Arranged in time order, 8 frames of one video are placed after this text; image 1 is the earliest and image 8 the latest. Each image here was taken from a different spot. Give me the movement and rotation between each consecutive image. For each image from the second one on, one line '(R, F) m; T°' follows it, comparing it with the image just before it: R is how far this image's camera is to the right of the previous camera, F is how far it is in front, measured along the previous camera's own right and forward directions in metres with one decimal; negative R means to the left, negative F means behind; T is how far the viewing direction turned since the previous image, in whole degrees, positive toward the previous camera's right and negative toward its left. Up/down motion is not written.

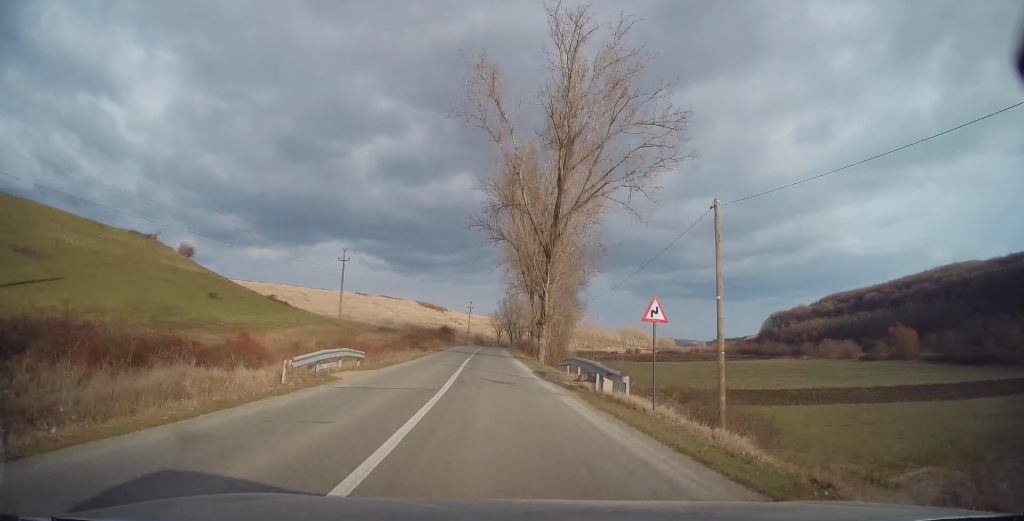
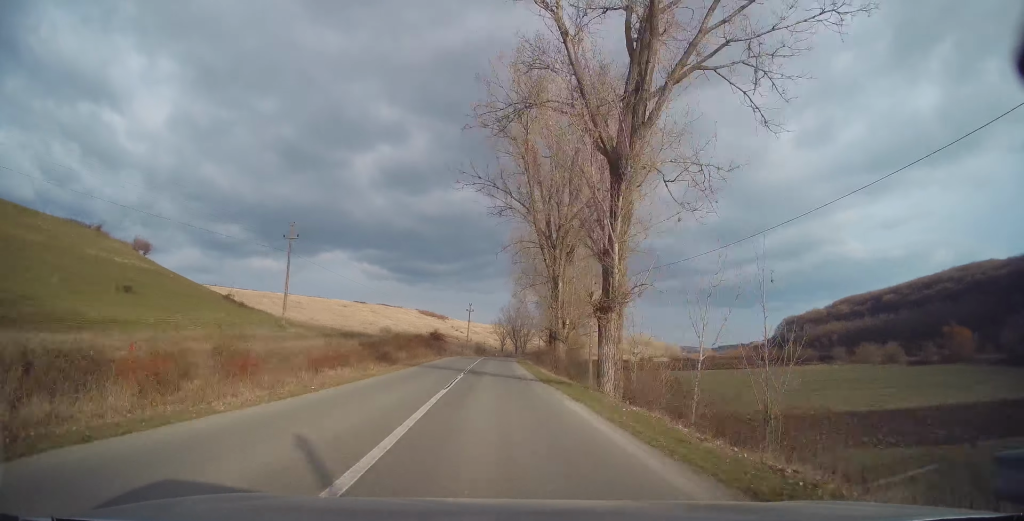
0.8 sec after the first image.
(-0.2, +20.1) m; 0°
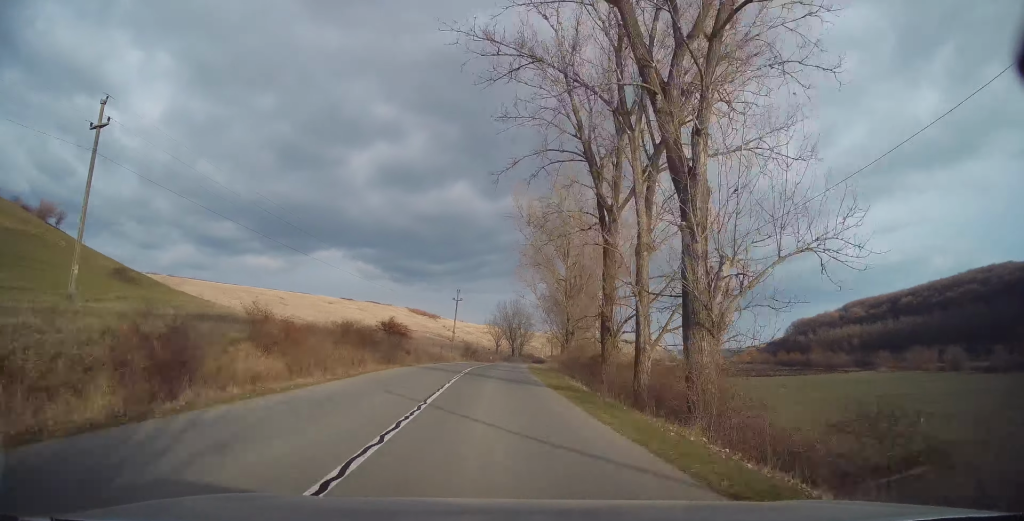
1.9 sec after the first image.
(+0.1, +27.9) m; +1°
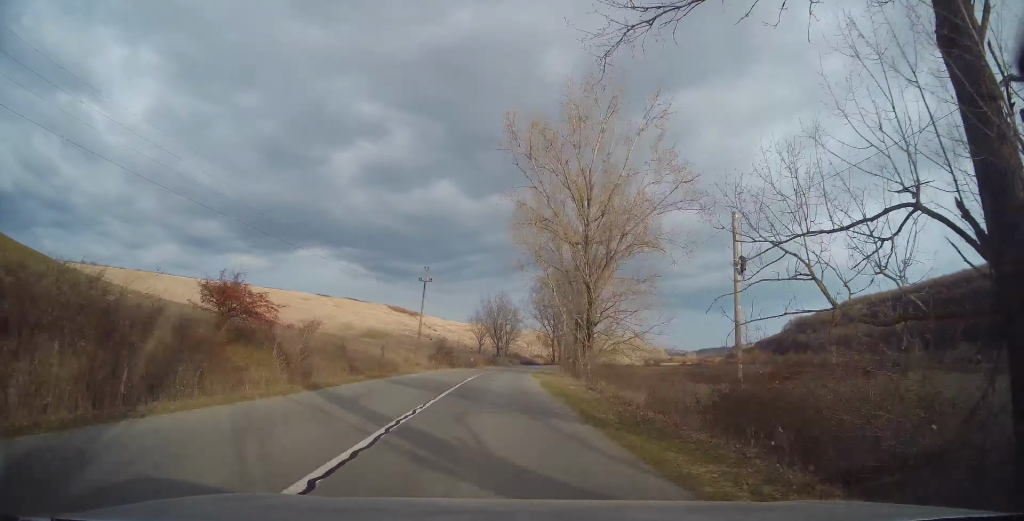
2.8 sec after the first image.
(+0.2, +24.5) m; +1°
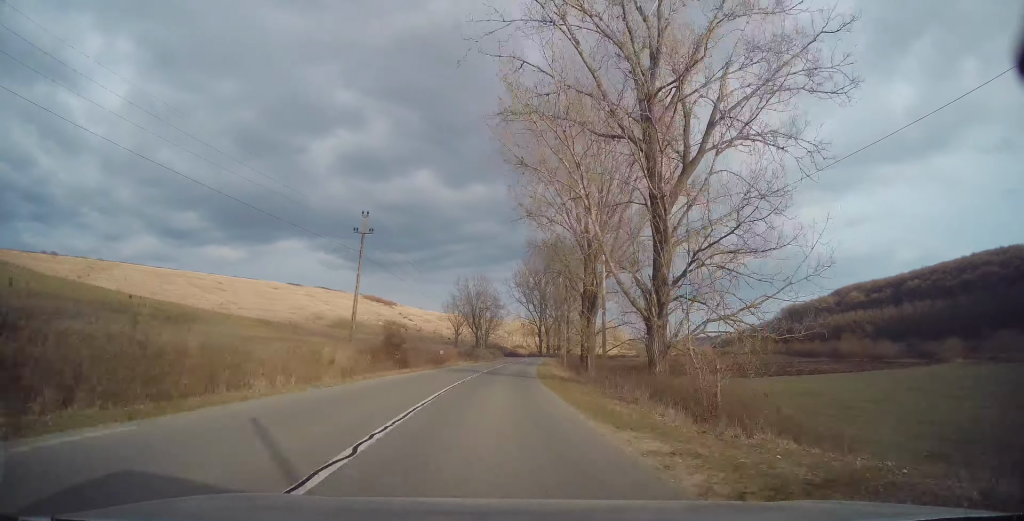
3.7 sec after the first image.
(+0.1, +22.2) m; +1°
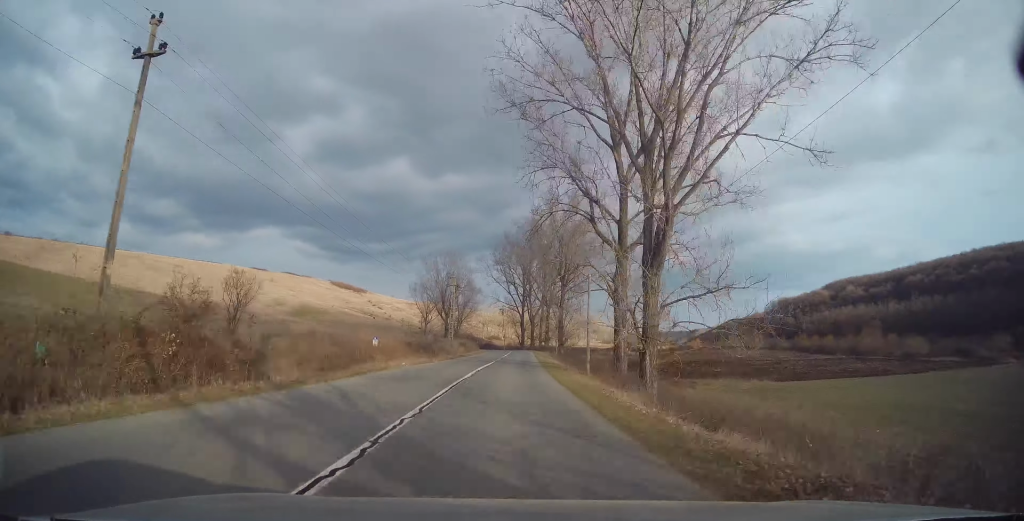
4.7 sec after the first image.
(+0.5, +26.1) m; +3°
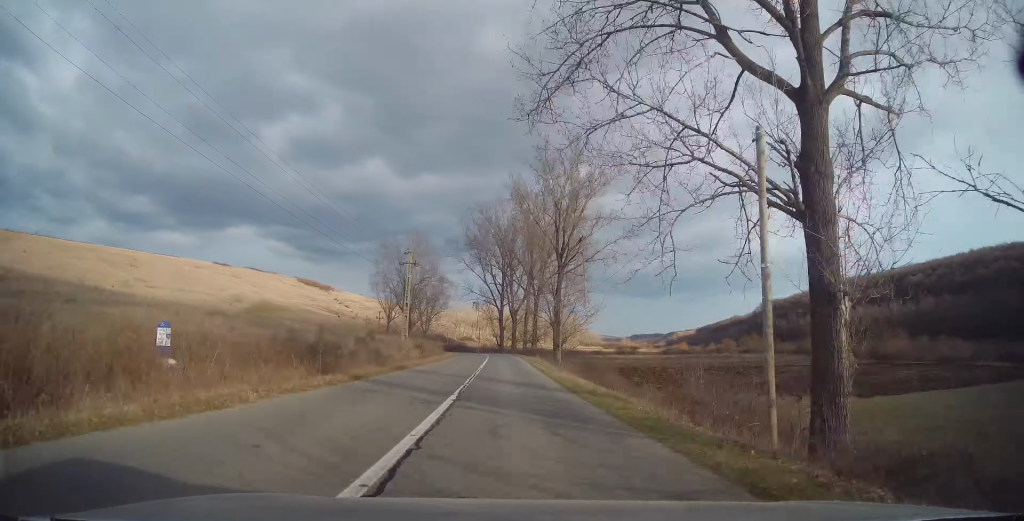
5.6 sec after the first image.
(+0.6, +23.6) m; +3°
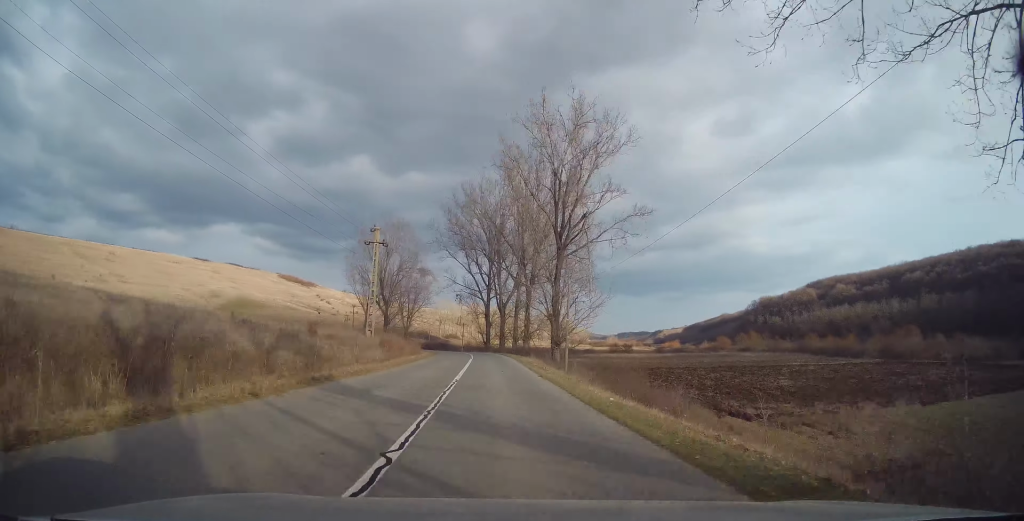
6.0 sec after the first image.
(+0.3, +11.0) m; +1°
